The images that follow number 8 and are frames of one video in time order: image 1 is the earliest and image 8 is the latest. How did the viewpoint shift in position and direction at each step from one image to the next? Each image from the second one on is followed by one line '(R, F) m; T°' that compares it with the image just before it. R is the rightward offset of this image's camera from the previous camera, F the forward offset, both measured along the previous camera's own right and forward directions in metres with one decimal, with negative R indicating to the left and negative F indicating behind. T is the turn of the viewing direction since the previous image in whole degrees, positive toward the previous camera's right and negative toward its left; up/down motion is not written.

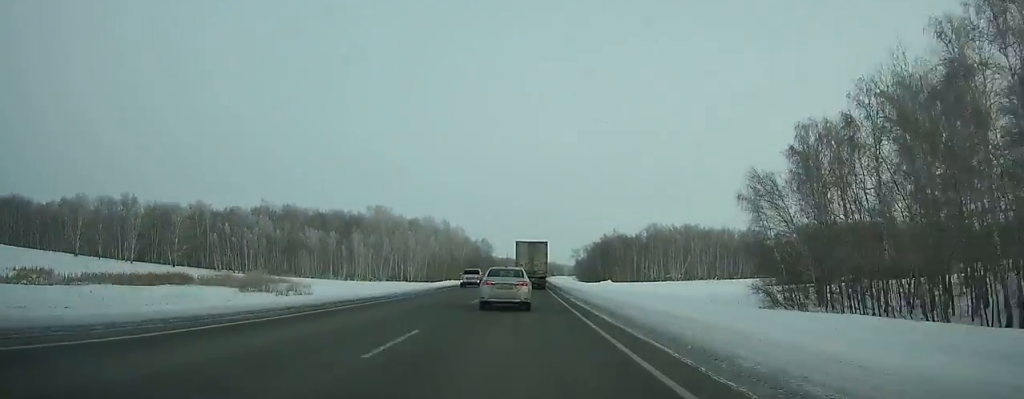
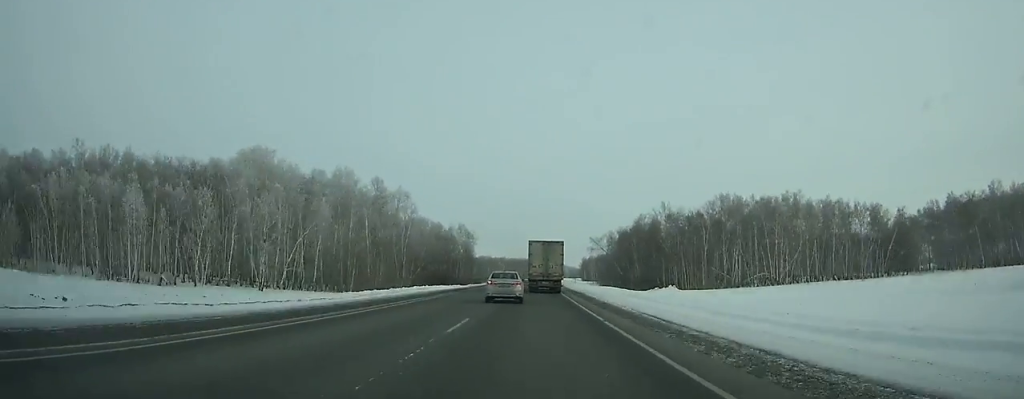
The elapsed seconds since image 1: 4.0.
(+0.6, +95.6) m; +1°
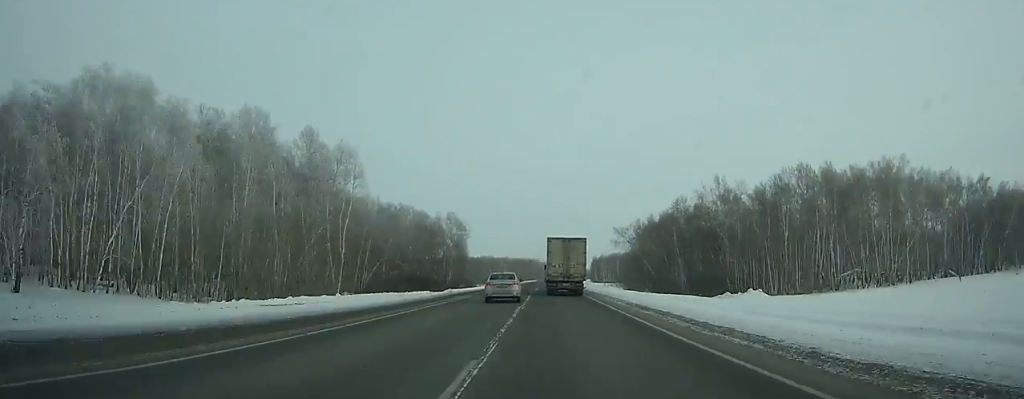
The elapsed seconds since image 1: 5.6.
(+0.1, +40.6) m; +1°
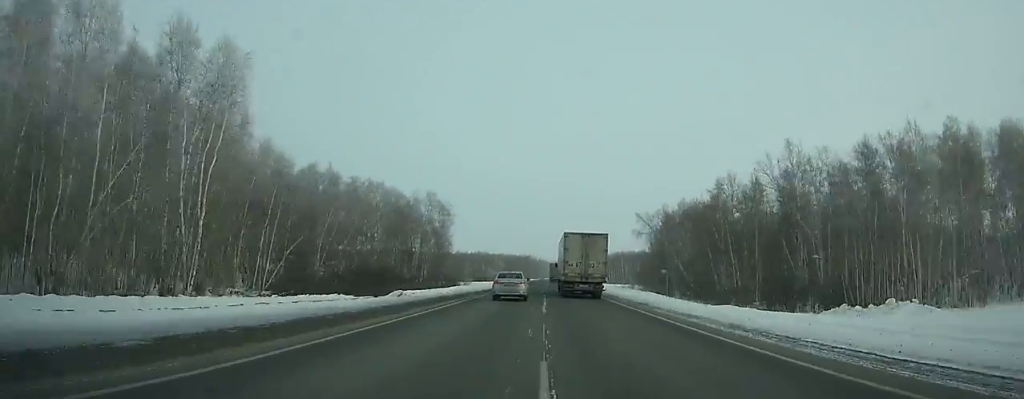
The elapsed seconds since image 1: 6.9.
(-0.1, +33.6) m; +1°
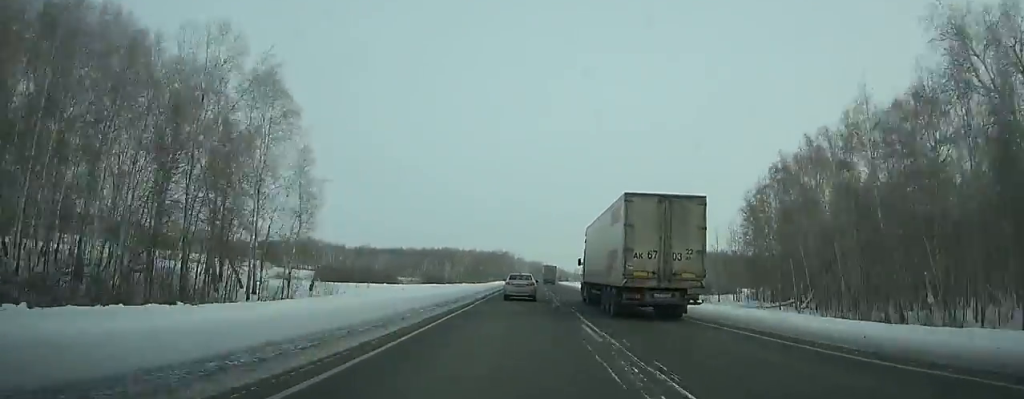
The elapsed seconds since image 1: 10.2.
(+1.2, +89.6) m; +2°
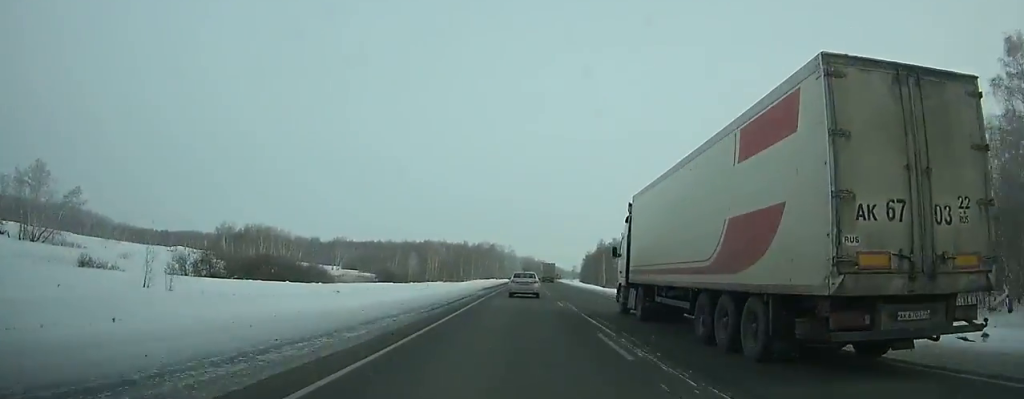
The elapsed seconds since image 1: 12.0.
(+0.6, +50.9) m; +1°
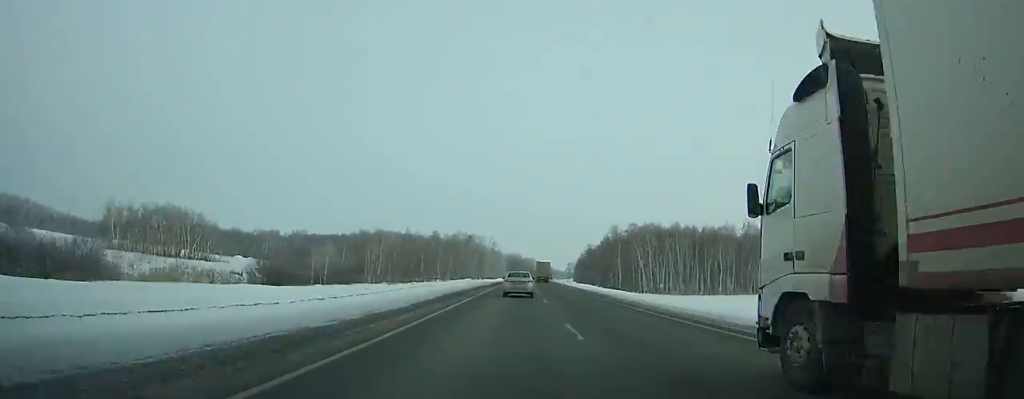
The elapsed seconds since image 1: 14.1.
(+0.5, +60.0) m; +1°
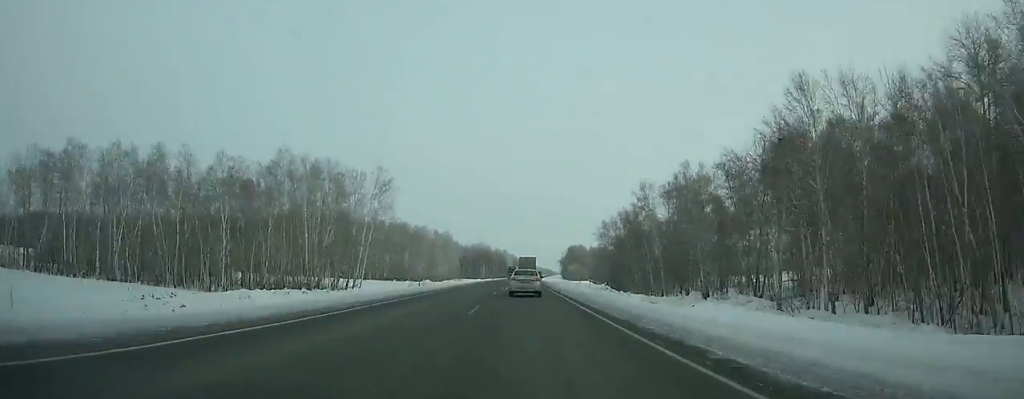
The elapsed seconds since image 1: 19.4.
(+3.0, +152.4) m; +2°
